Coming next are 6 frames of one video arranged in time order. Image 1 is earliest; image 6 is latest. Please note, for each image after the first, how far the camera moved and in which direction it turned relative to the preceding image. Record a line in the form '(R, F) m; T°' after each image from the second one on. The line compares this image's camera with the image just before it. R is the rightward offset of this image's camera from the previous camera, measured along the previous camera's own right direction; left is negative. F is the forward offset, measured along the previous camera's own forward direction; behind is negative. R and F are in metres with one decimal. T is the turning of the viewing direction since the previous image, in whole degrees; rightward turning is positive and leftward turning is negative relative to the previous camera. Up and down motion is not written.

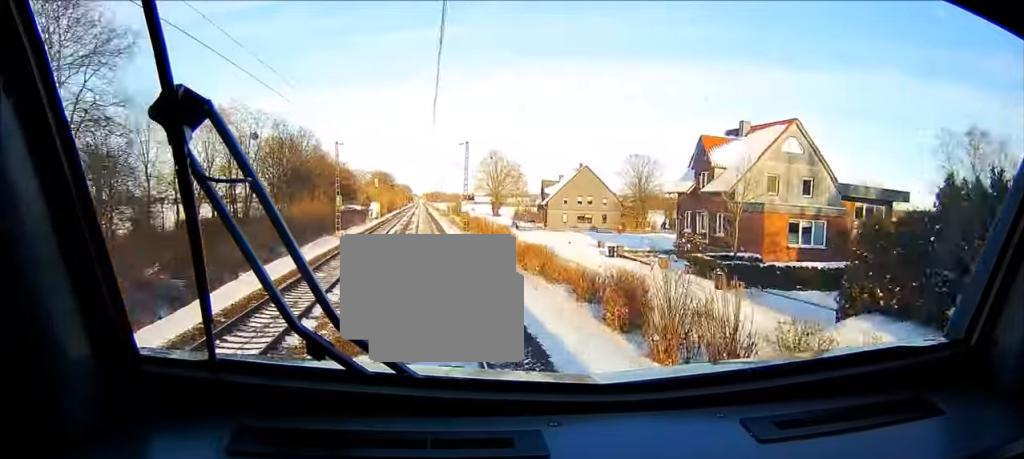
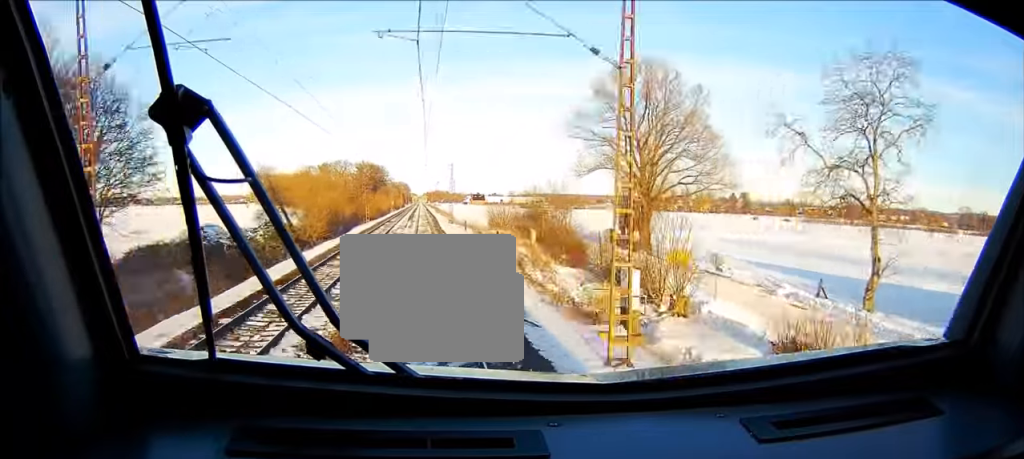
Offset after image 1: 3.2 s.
(+0.1, +124.0) m; 0°
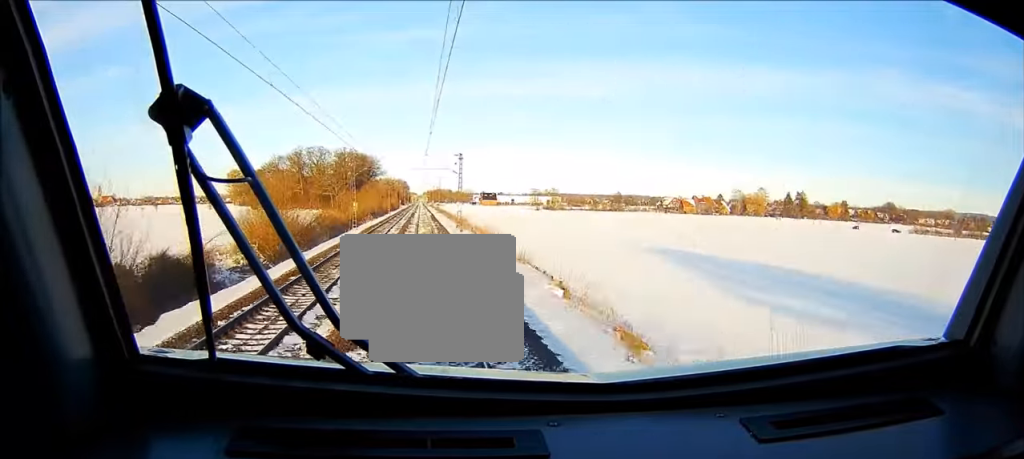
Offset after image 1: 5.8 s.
(0.0, +99.4) m; 0°
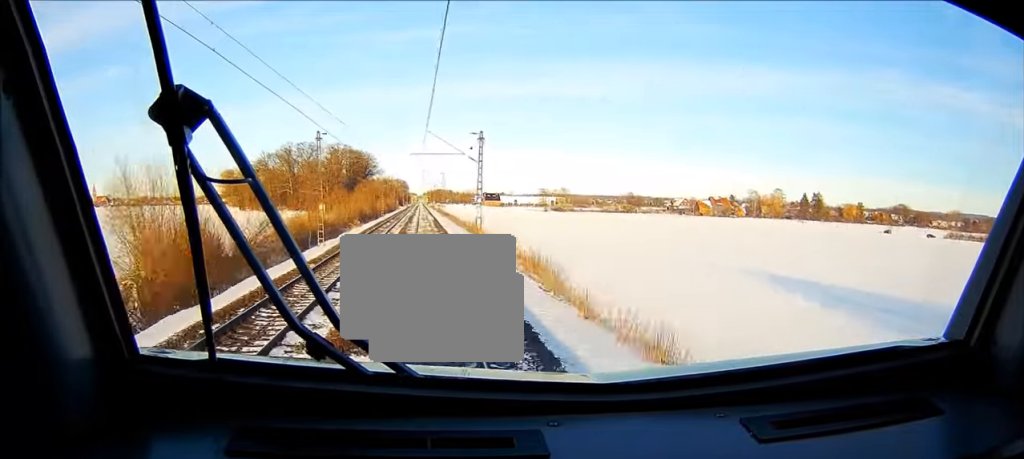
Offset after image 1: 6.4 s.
(0.0, +24.5) m; 0°
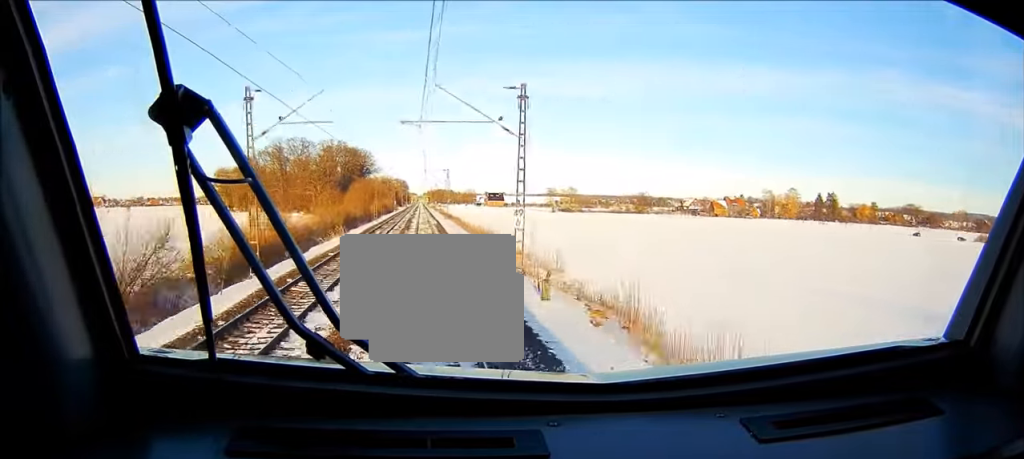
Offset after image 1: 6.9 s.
(0.0, +19.3) m; 0°
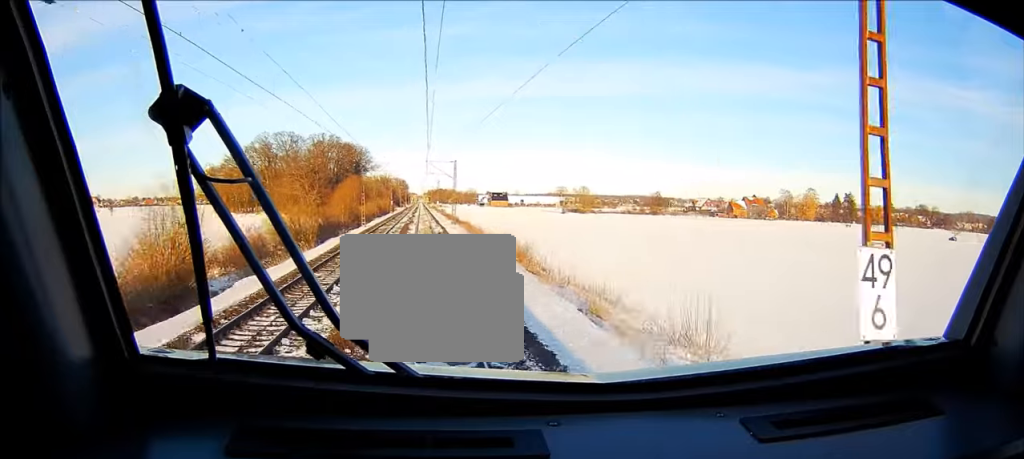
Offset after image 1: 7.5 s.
(0.0, +23.2) m; 0°
